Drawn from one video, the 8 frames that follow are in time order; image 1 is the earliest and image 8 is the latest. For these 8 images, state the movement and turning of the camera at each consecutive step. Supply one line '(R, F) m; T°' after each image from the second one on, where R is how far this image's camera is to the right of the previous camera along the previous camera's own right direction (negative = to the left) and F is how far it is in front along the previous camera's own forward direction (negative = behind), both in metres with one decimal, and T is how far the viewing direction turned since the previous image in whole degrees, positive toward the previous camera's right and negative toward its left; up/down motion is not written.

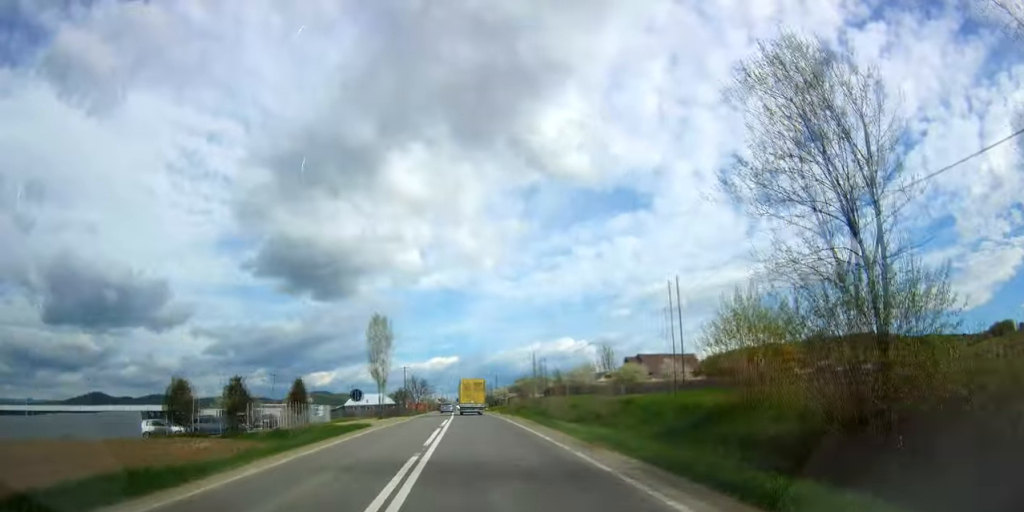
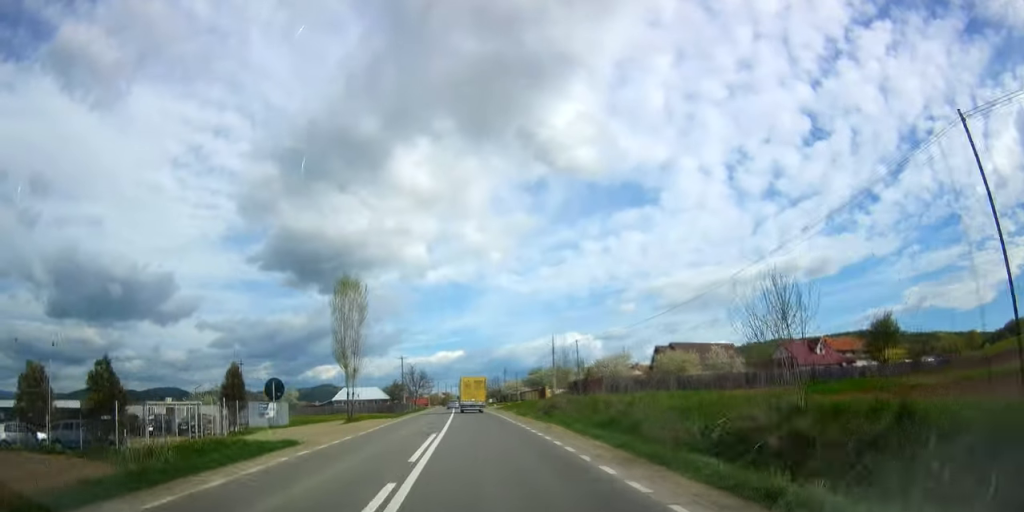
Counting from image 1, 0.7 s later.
(0.0, +16.4) m; -1°
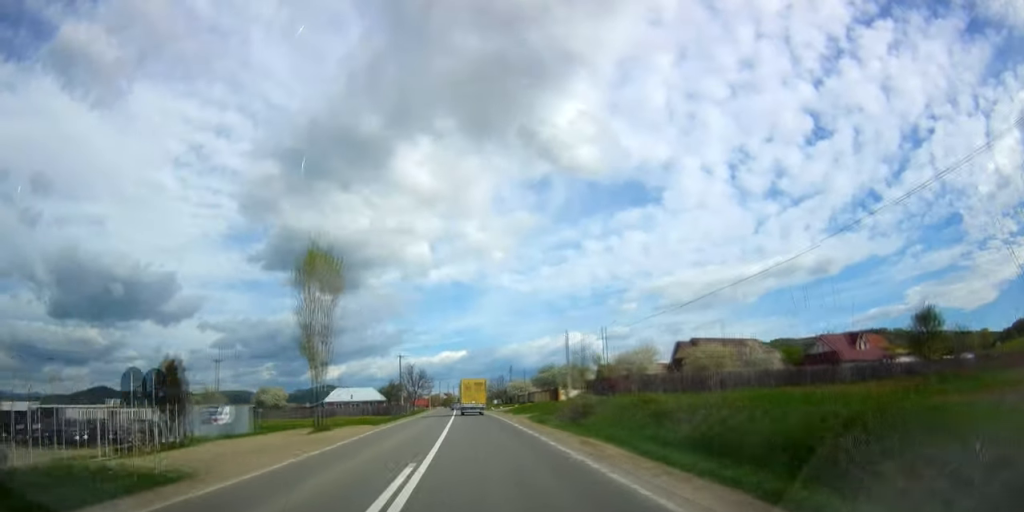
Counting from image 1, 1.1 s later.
(+0.1, +9.1) m; 0°
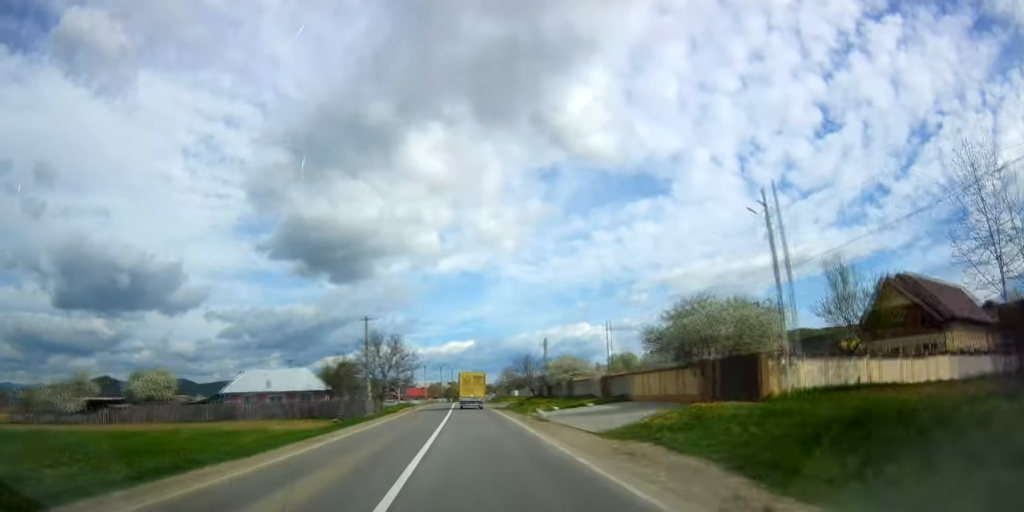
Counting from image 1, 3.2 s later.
(-0.7, +47.9) m; -1°
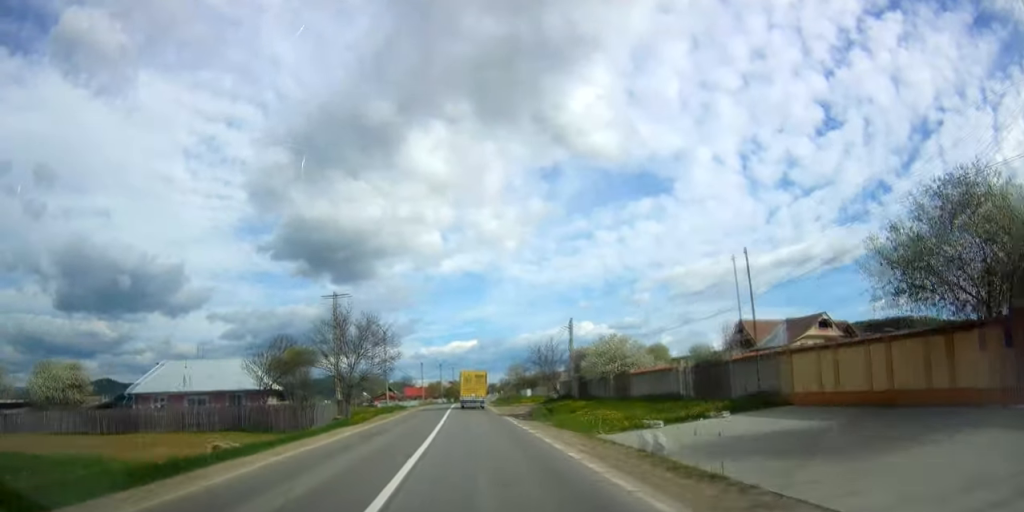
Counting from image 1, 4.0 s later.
(-0.1, +18.4) m; 0°
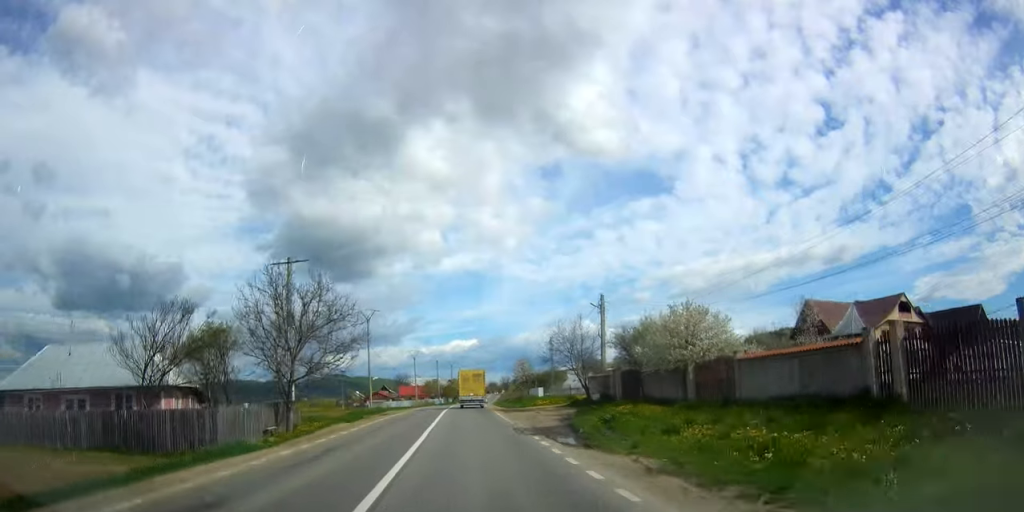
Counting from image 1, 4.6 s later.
(0.0, +14.9) m; 0°
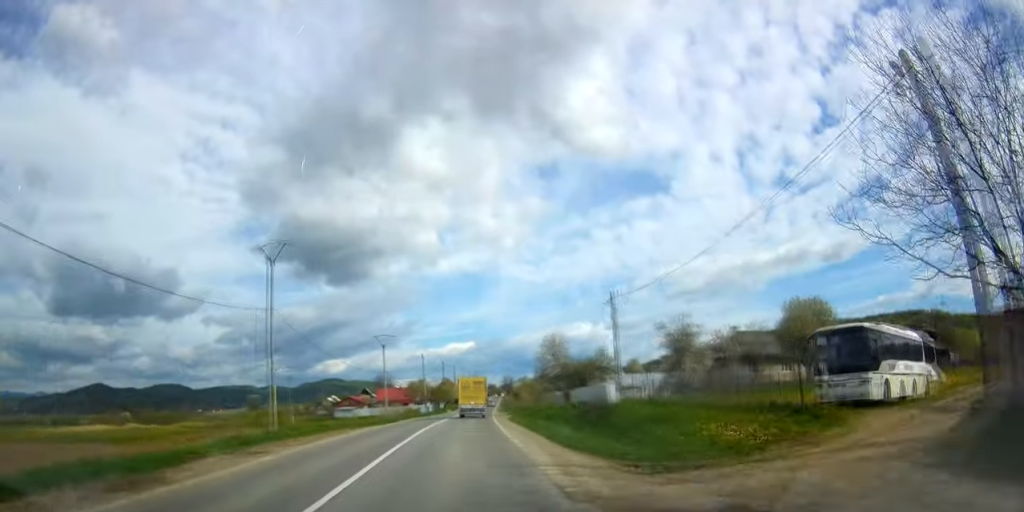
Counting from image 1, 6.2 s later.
(-0.4, +37.8) m; 0°
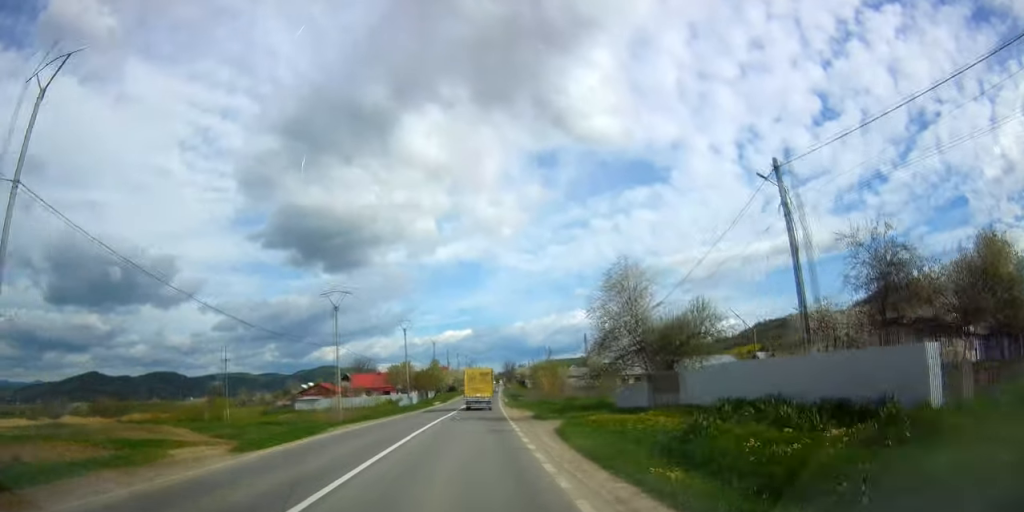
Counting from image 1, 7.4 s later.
(+0.3, +27.0) m; 0°
